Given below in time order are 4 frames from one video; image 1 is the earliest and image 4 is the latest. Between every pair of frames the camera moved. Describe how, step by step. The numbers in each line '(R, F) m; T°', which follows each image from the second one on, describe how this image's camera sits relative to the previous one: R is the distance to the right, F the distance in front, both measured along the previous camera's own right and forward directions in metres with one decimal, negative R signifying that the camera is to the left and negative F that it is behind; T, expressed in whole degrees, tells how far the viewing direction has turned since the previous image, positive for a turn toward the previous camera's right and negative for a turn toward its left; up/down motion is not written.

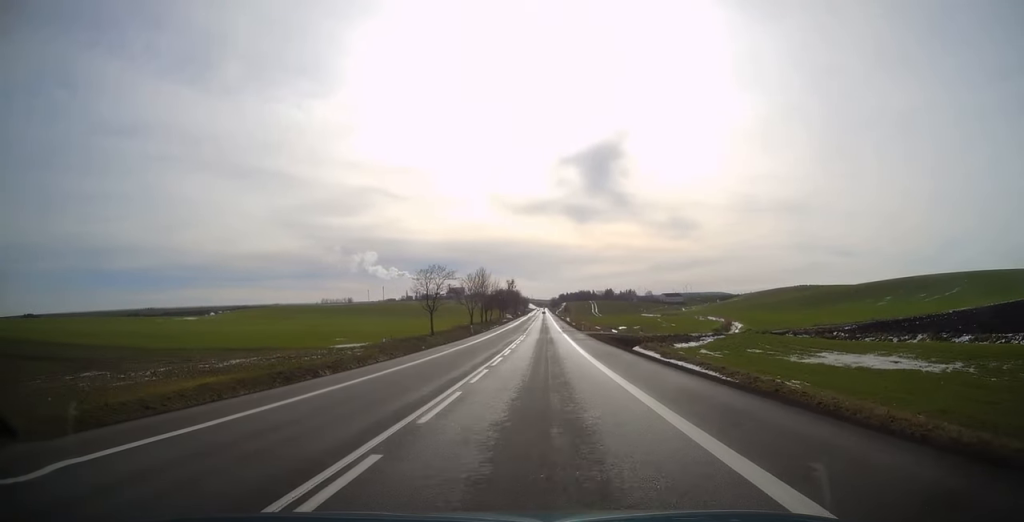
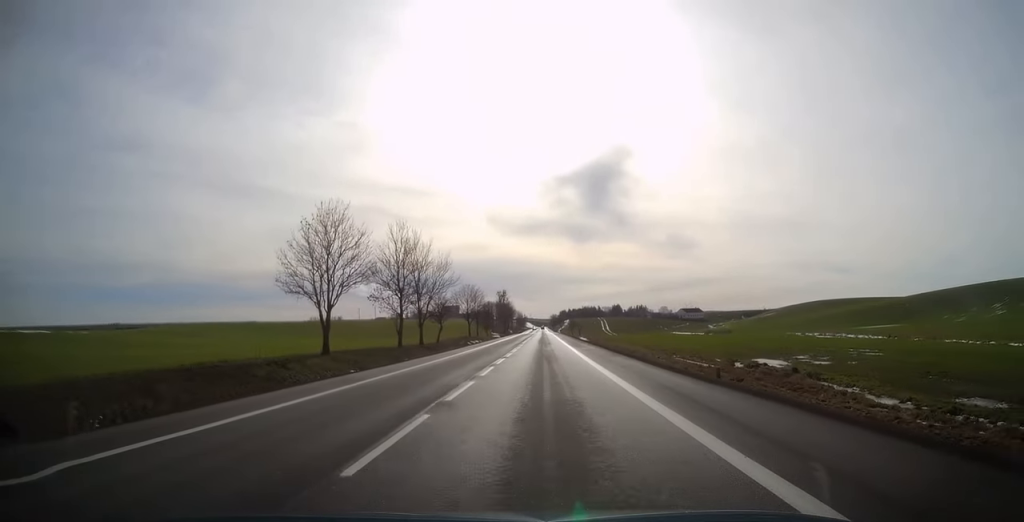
(-0.1, +71.4) m; 0°
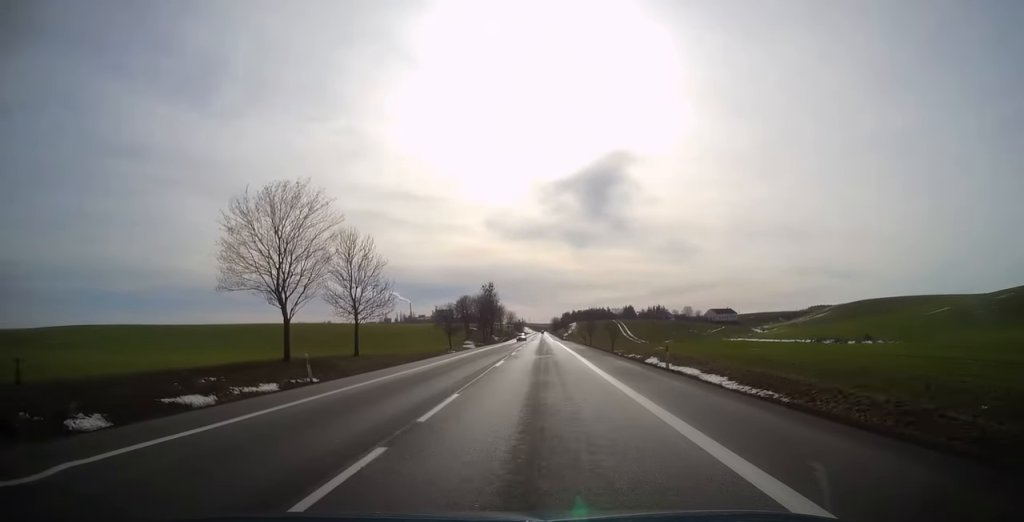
(+0.1, +76.8) m; 0°
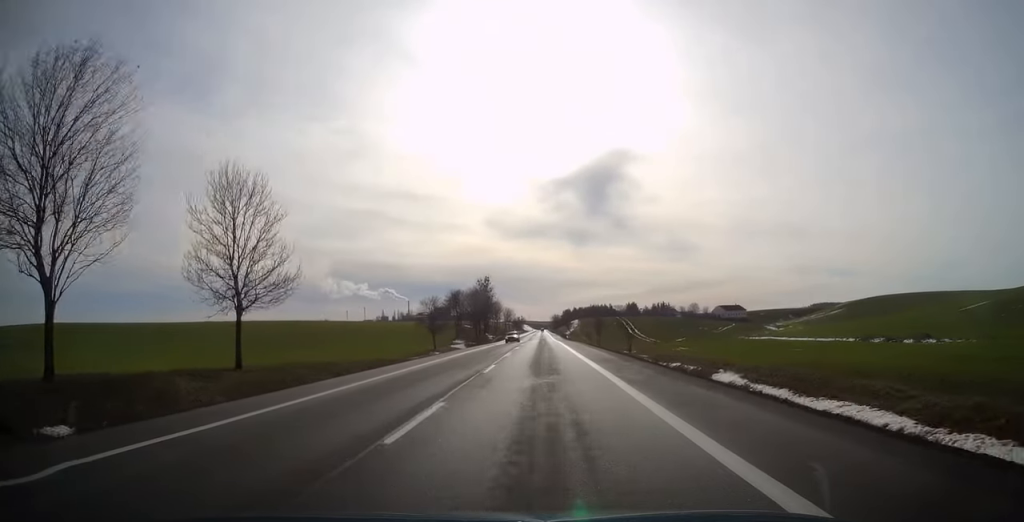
(0.0, +17.1) m; 0°
